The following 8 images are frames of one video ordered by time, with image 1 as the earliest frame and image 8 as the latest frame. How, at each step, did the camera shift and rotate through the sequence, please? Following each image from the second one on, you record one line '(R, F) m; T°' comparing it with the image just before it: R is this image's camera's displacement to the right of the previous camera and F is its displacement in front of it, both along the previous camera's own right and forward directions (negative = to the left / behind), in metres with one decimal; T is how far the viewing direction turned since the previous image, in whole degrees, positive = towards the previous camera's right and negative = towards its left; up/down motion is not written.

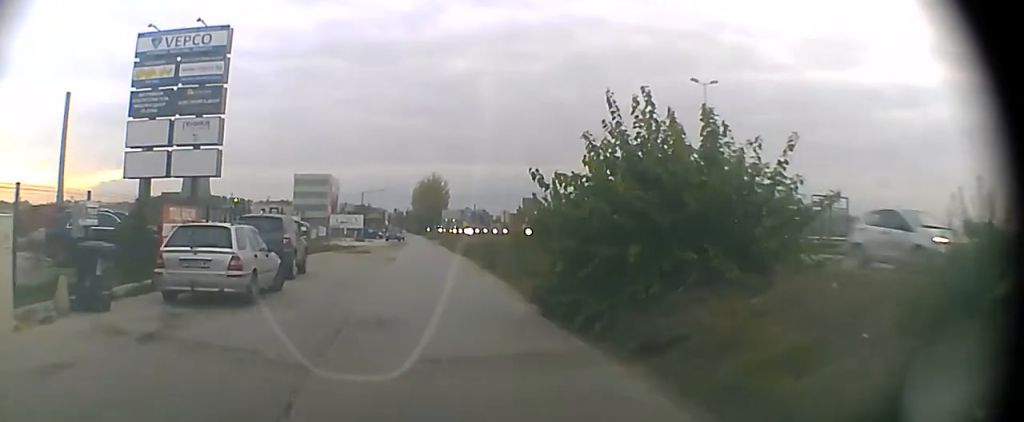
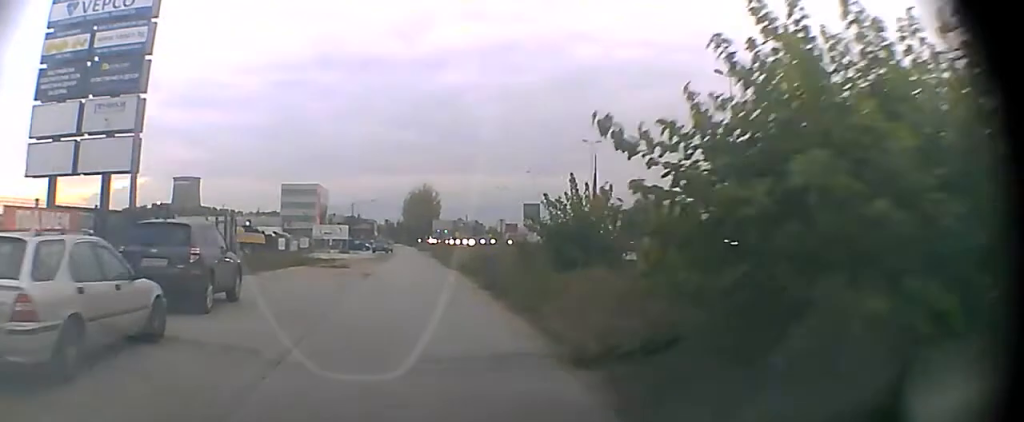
(0.0, +5.3) m; -1°
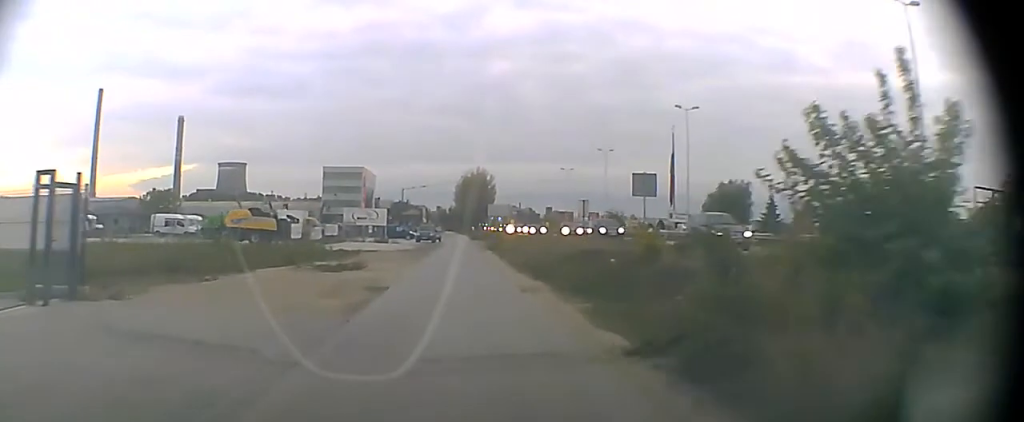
(-0.4, +14.6) m; -3°
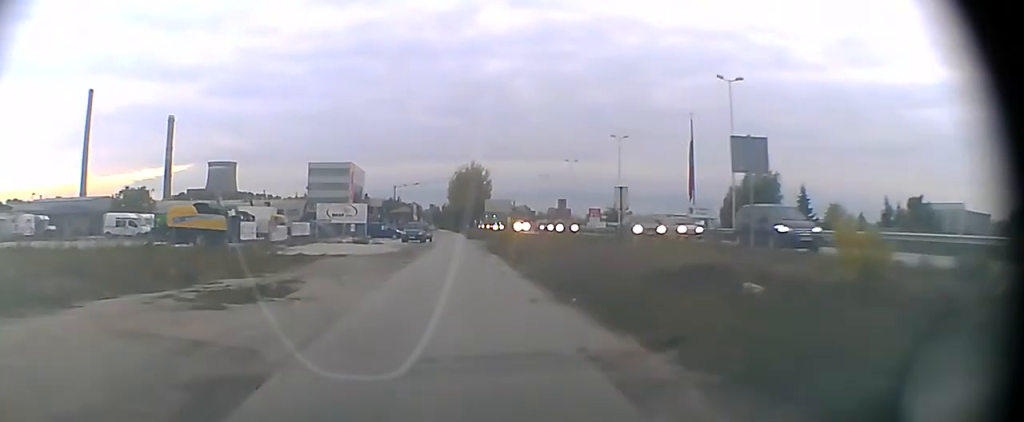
(0.0, +9.6) m; 0°
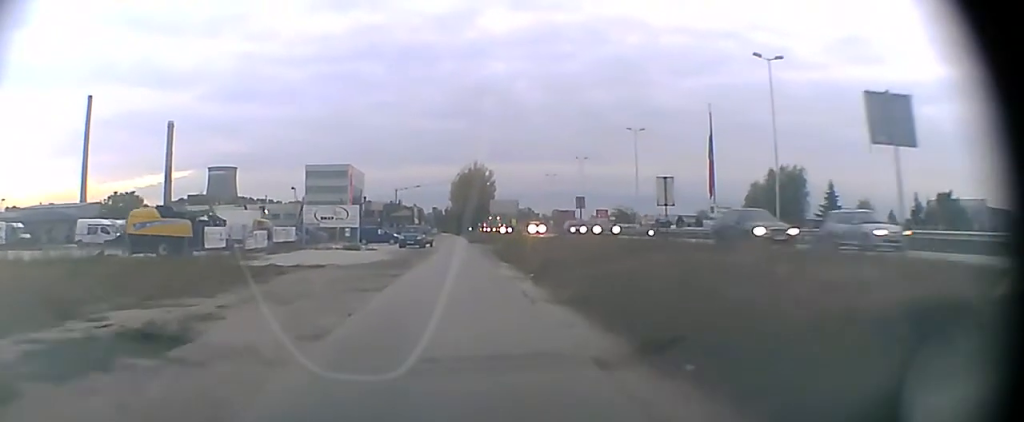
(0.0, +5.7) m; 0°
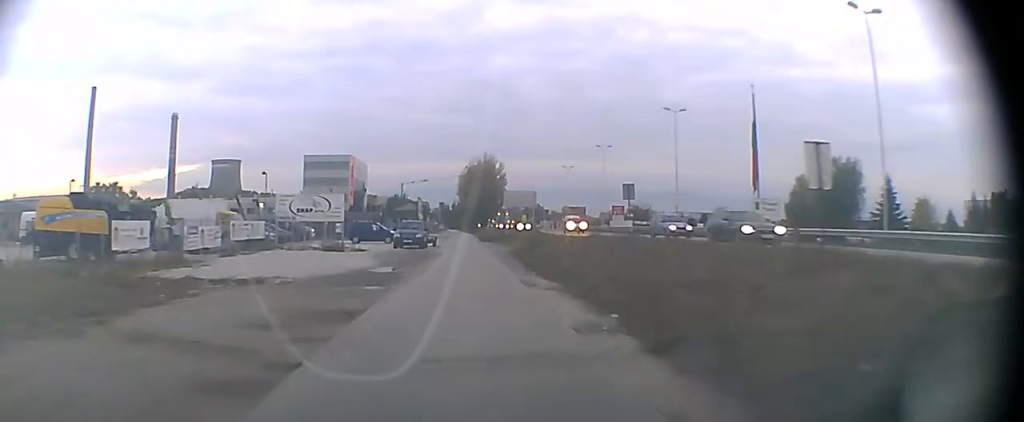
(0.0, +11.2) m; 0°
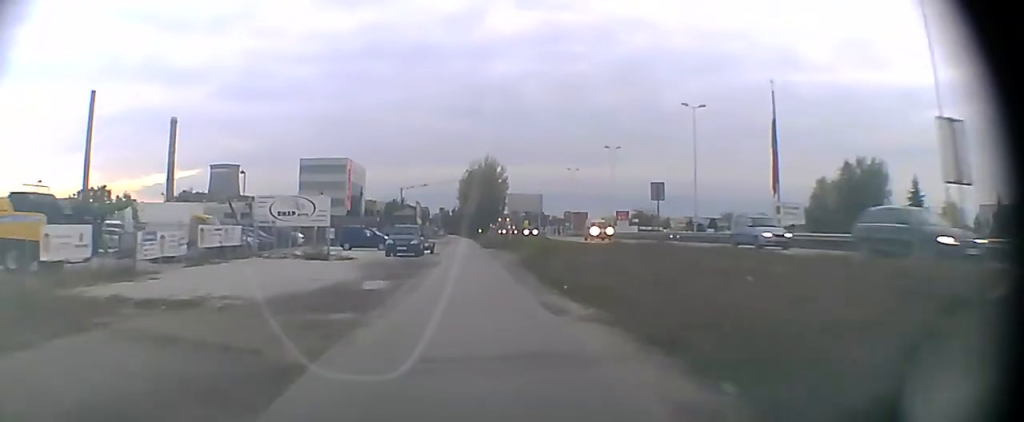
(0.0, +3.8) m; 0°
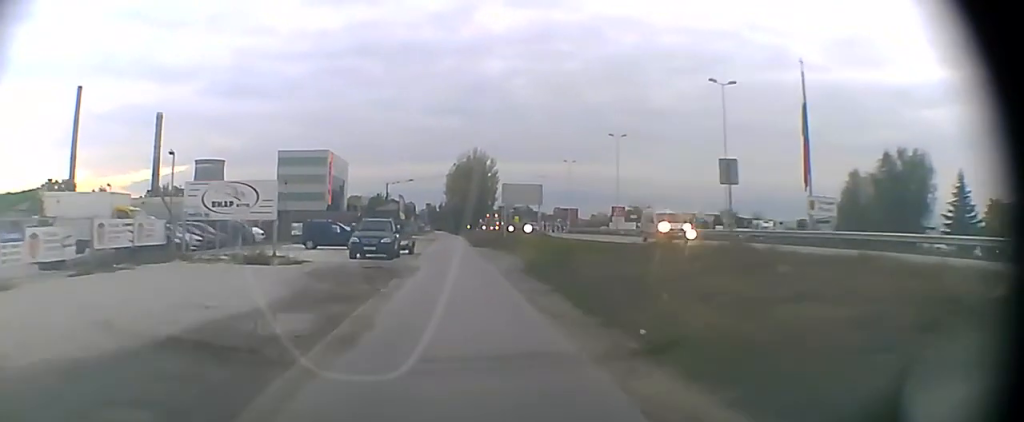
(0.0, +9.1) m; 0°
